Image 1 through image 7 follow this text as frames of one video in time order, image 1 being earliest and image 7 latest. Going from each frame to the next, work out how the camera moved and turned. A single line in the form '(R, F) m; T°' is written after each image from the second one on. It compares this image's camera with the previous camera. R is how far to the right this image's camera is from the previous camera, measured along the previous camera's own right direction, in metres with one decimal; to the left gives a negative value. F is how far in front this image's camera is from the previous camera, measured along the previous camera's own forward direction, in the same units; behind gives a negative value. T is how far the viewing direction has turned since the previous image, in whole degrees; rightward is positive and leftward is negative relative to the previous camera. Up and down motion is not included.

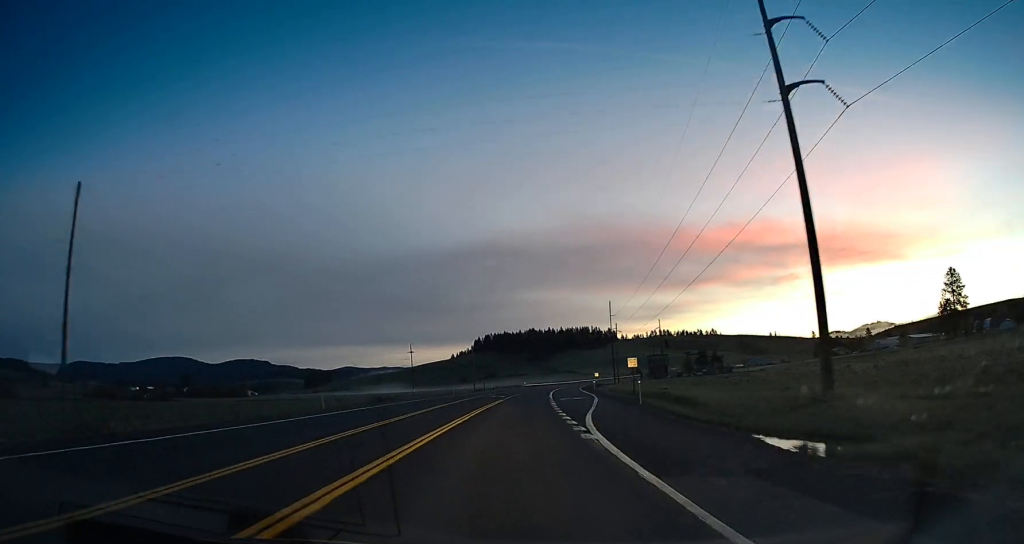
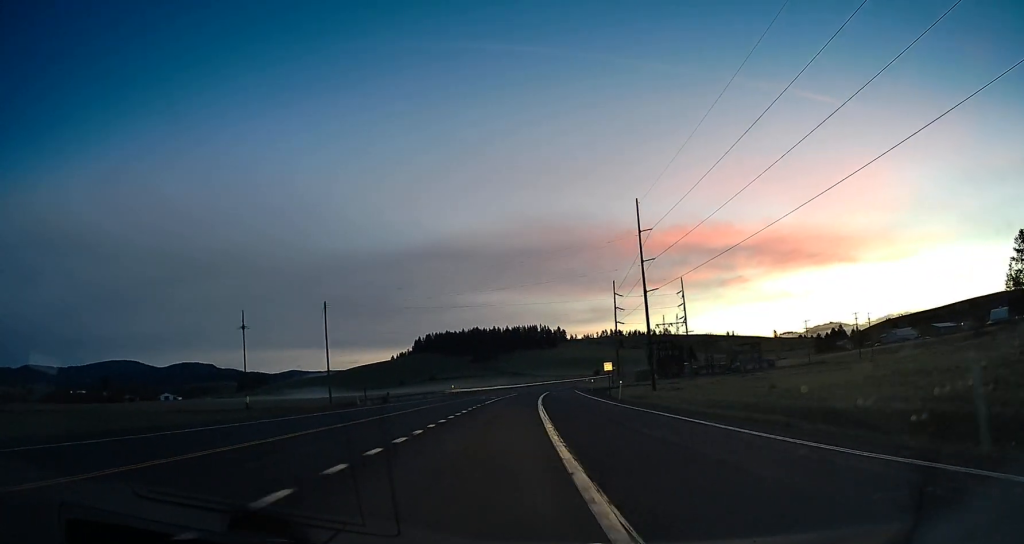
(+3.5, +82.6) m; +6°
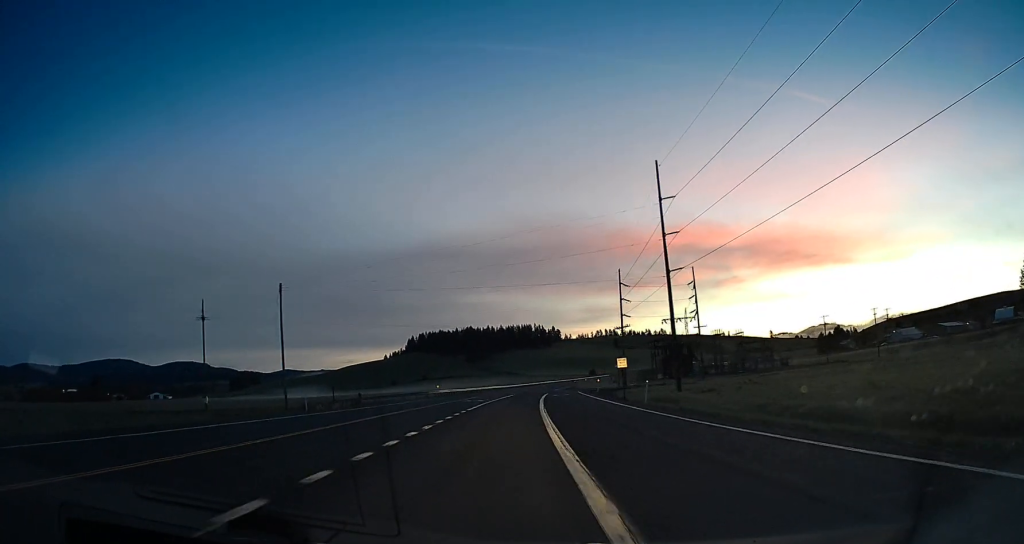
(+0.2, +11.6) m; +1°
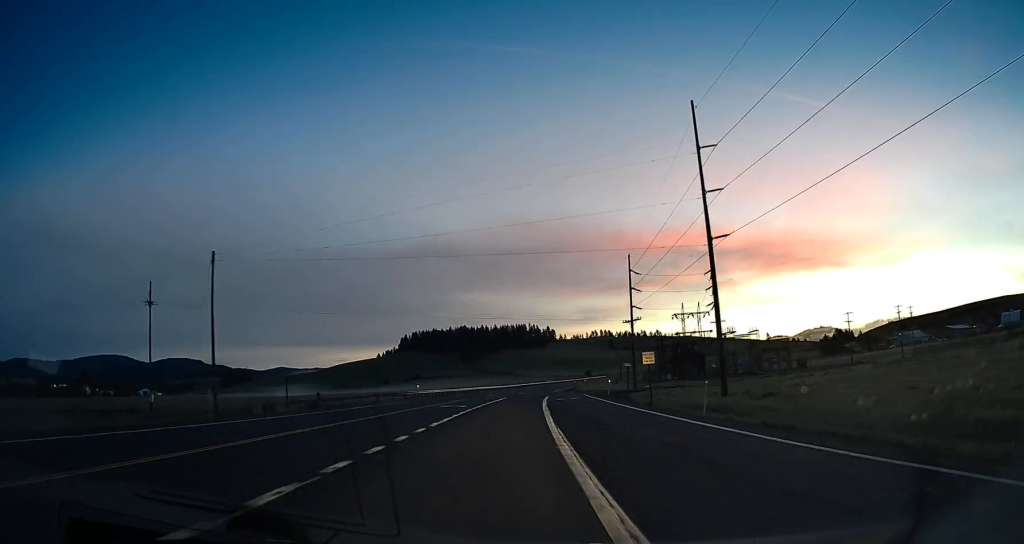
(0.0, +12.4) m; 0°
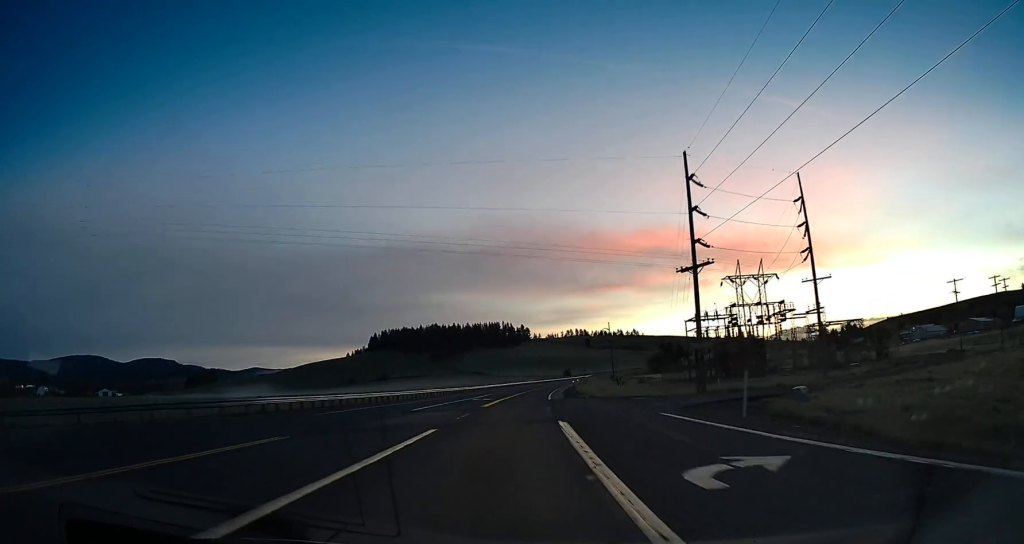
(0.0, +39.9) m; 0°
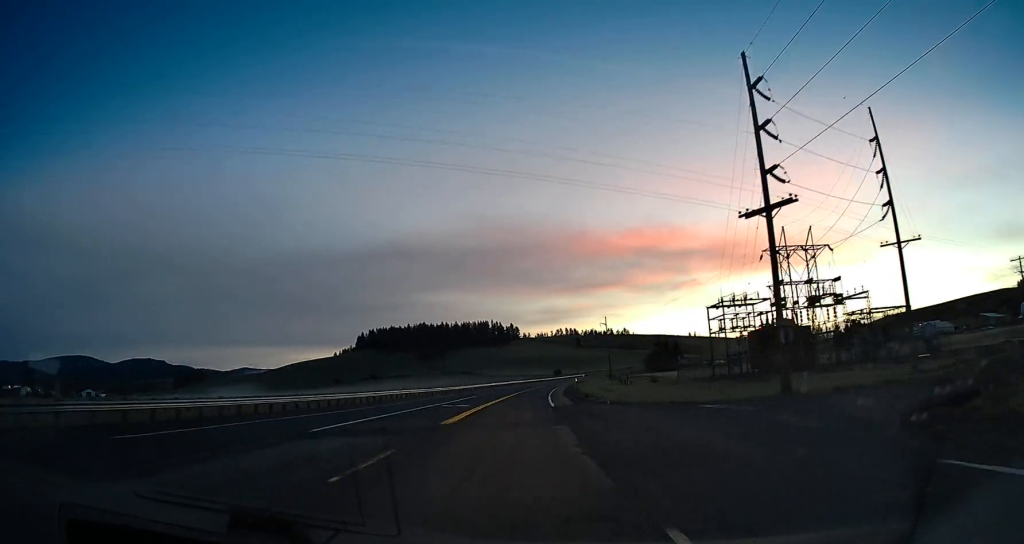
(0.0, +16.0) m; 0°
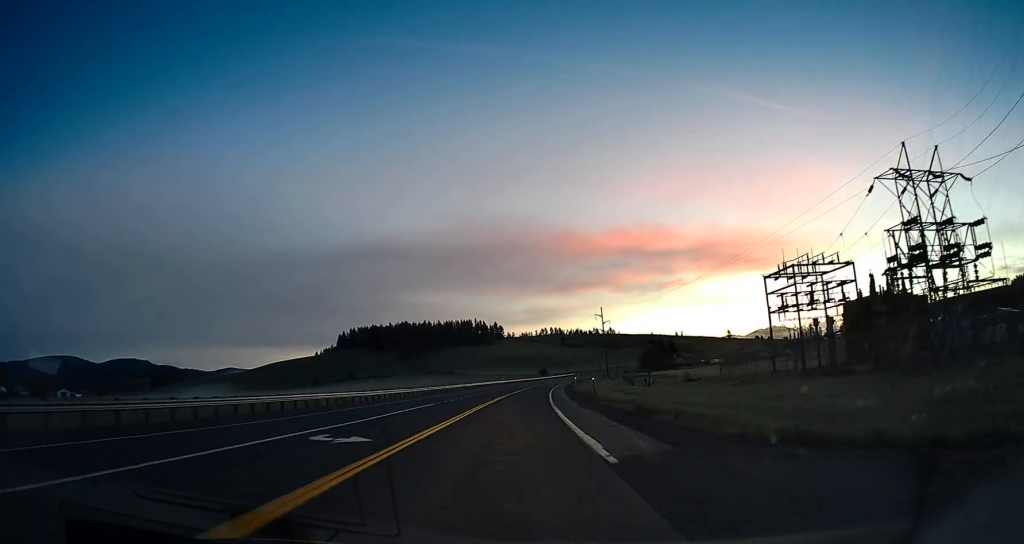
(0.0, +23.1) m; +1°
